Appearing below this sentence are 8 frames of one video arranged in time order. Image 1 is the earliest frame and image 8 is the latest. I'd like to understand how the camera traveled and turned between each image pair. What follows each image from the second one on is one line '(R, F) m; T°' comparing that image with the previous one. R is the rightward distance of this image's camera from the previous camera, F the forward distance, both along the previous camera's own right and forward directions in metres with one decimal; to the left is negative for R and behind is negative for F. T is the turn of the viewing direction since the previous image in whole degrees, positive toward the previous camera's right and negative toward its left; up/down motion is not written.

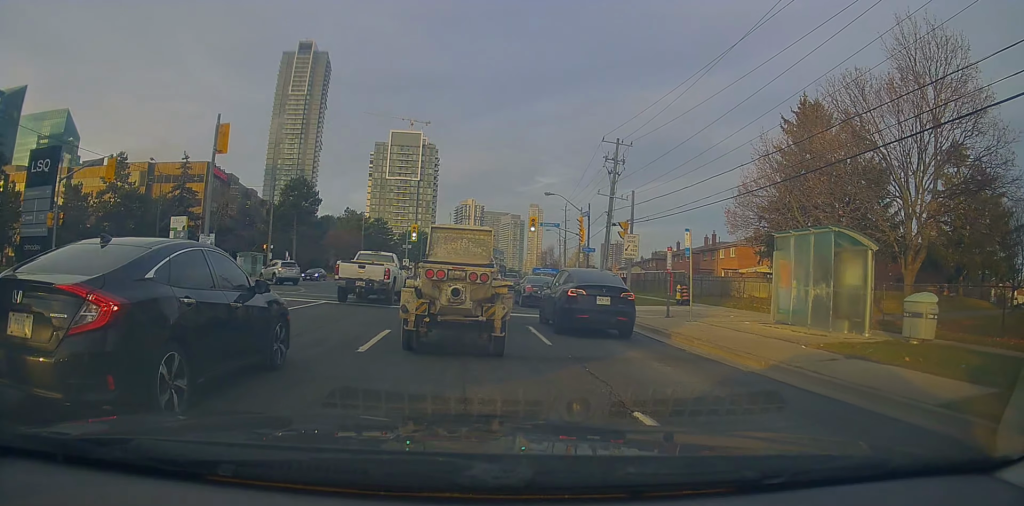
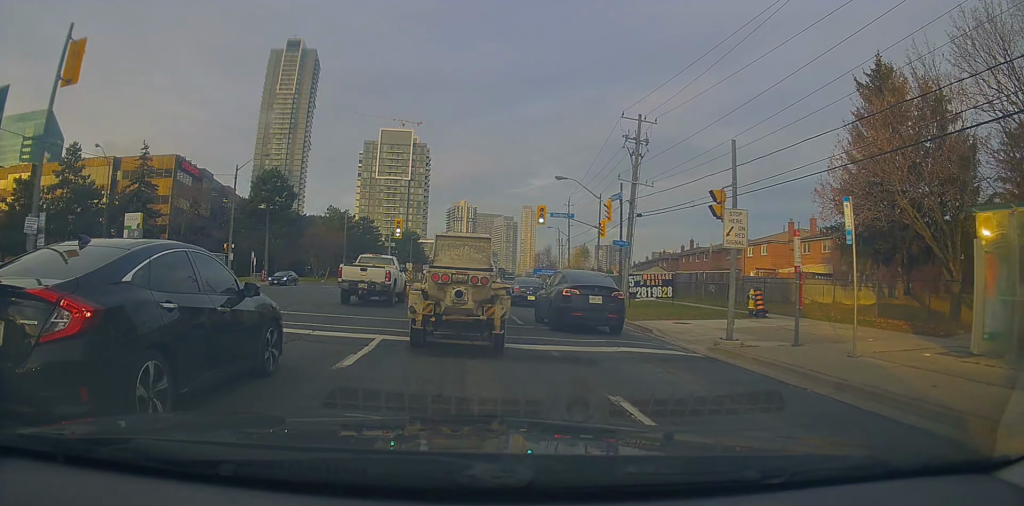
(+0.6, +7.5) m; +6°
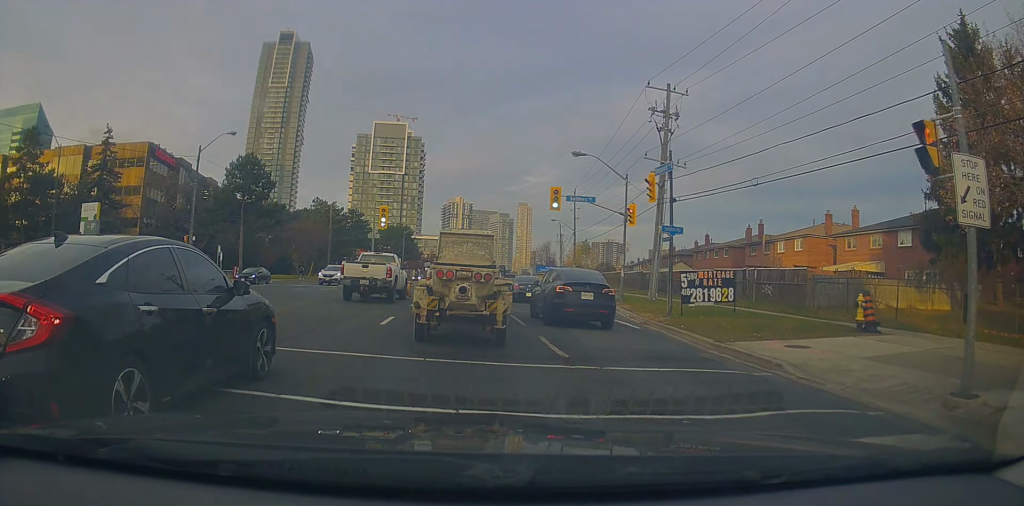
(+0.1, +6.4) m; +2°
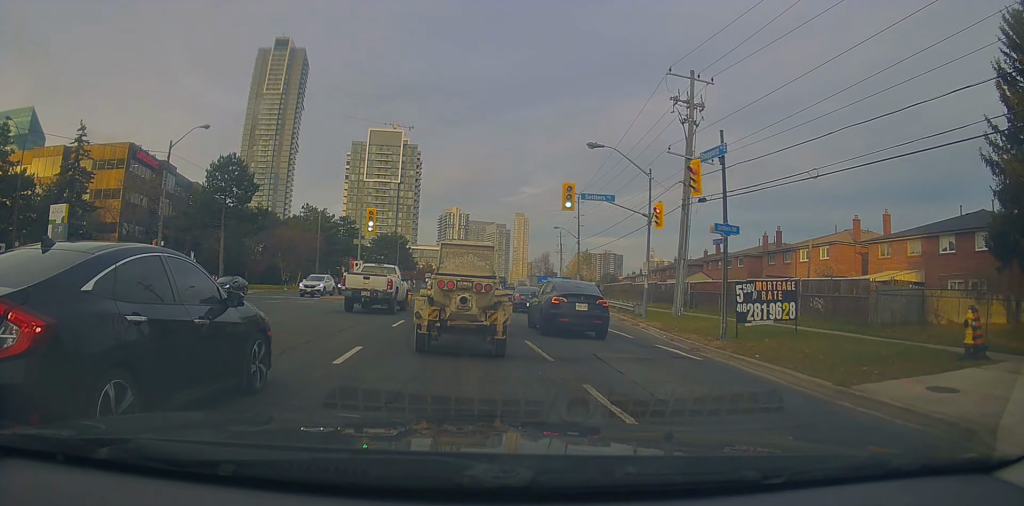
(+0.2, +4.3) m; 0°
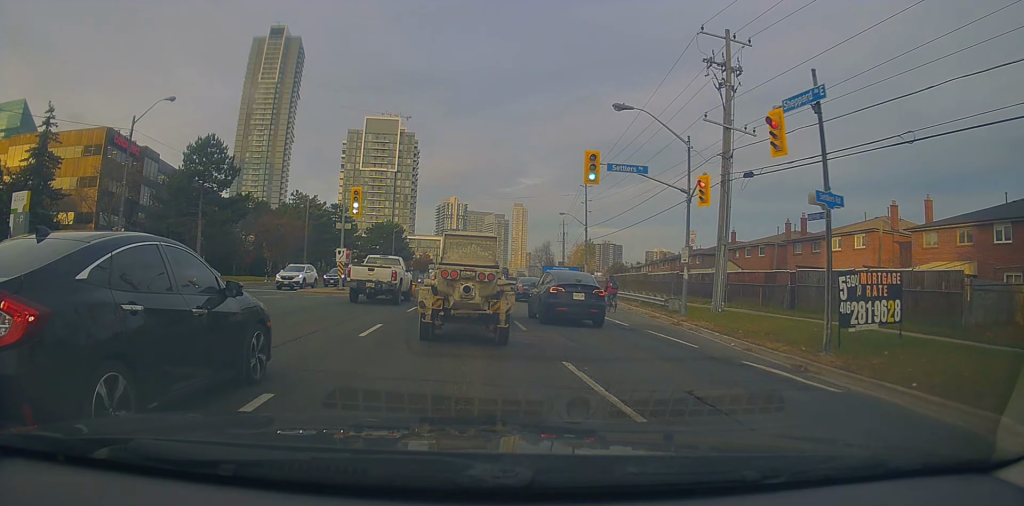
(0.0, +4.9) m; -2°
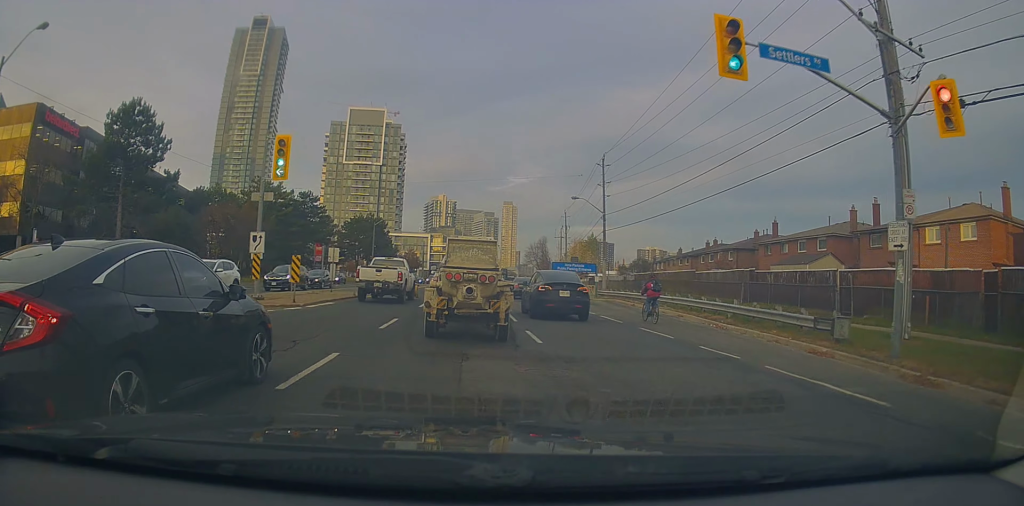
(-0.9, +12.5) m; -5°
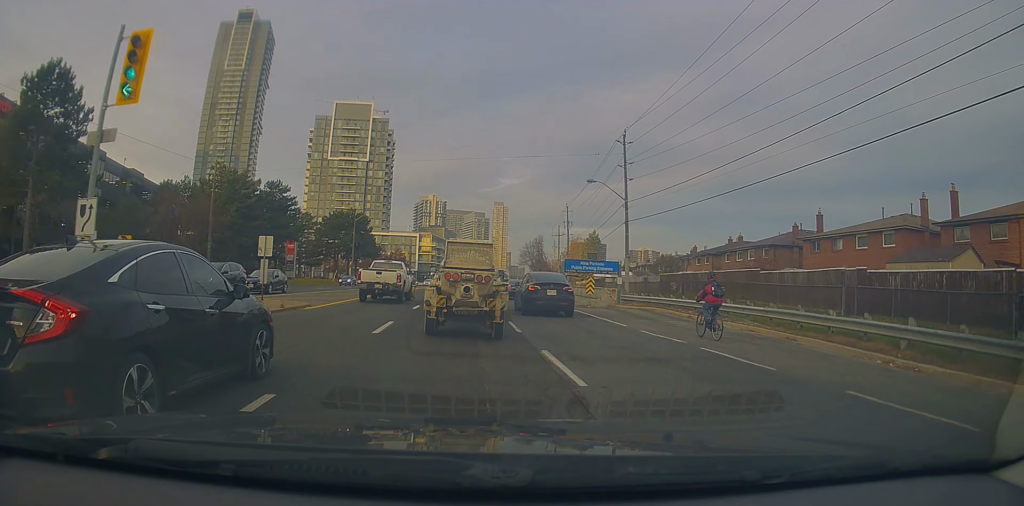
(0.0, +9.6) m; +1°
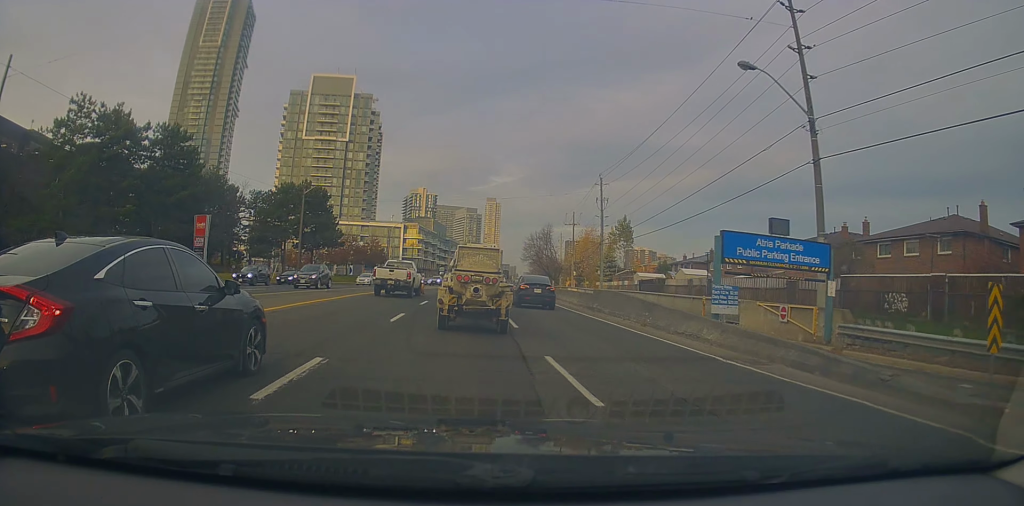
(+0.7, +25.1) m; +3°
